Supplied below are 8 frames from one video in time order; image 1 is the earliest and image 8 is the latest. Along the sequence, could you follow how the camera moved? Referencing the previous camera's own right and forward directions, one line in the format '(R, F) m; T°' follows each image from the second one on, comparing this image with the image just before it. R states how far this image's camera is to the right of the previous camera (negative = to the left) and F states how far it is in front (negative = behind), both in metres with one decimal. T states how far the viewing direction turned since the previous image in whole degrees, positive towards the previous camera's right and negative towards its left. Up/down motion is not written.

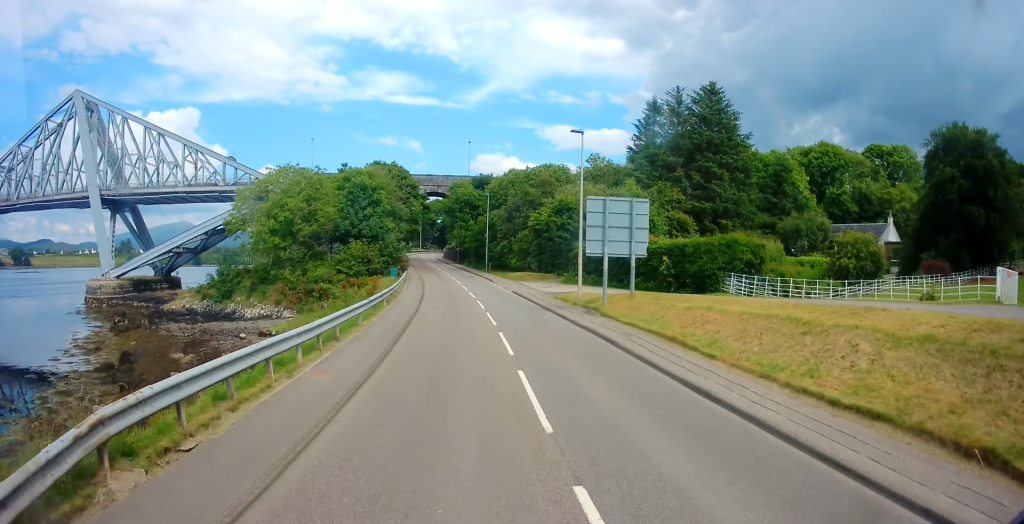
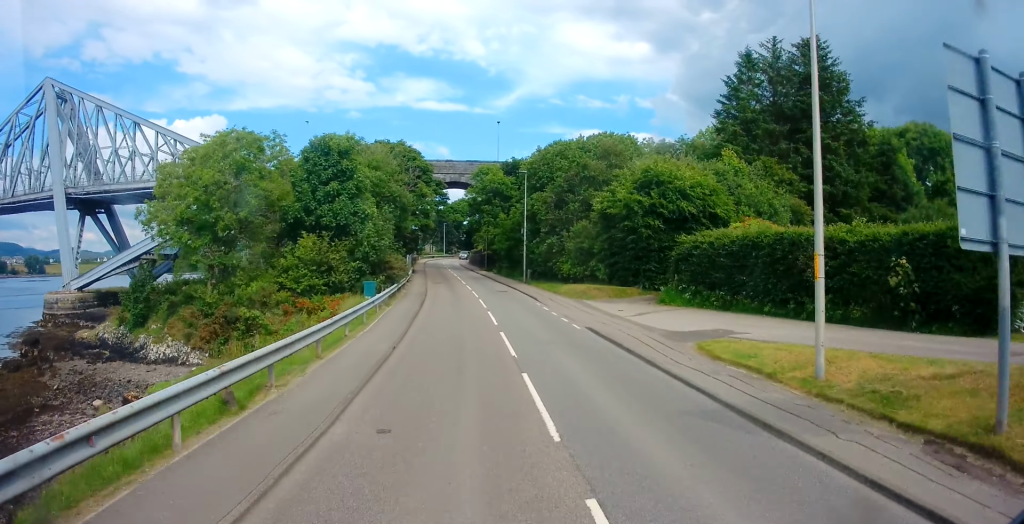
(-0.4, +17.9) m; -4°
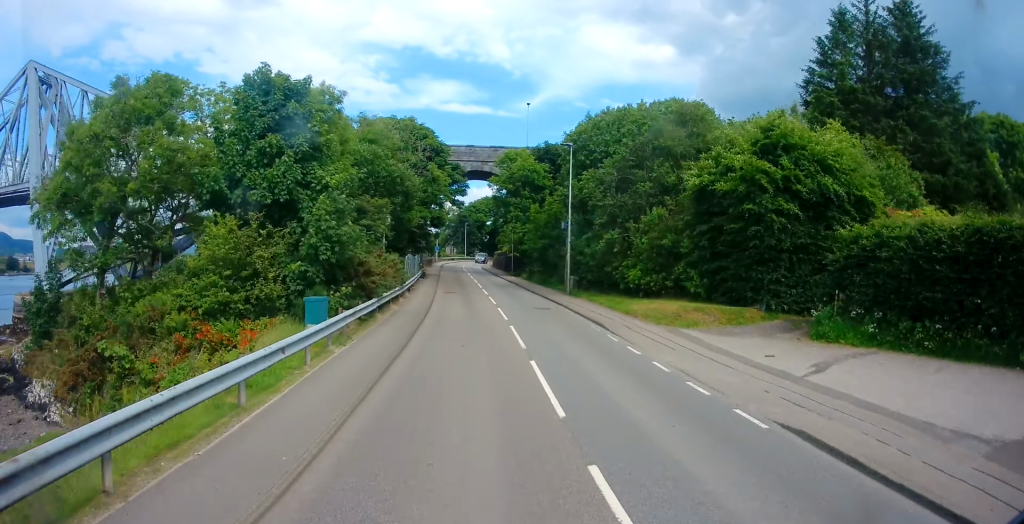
(-0.3, +11.2) m; -3°
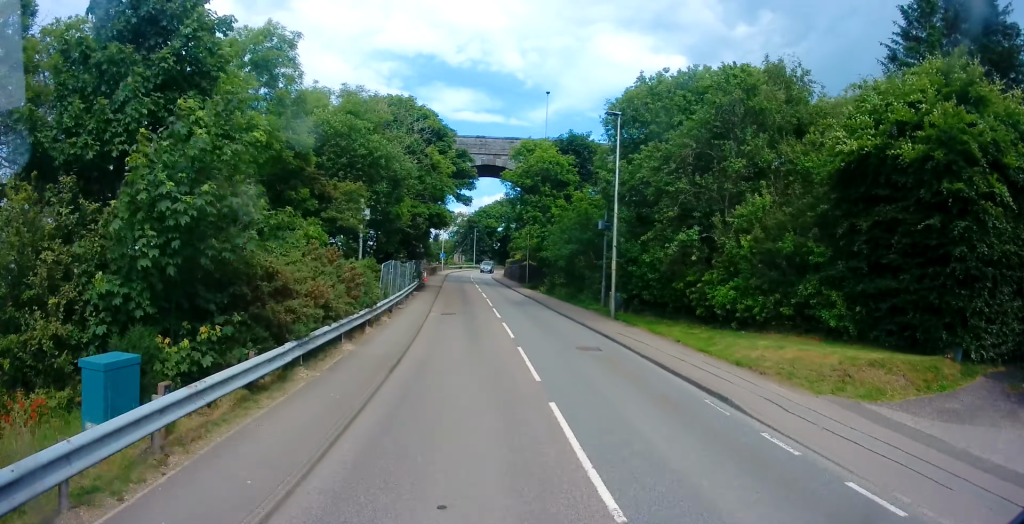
(-0.2, +8.7) m; -1°
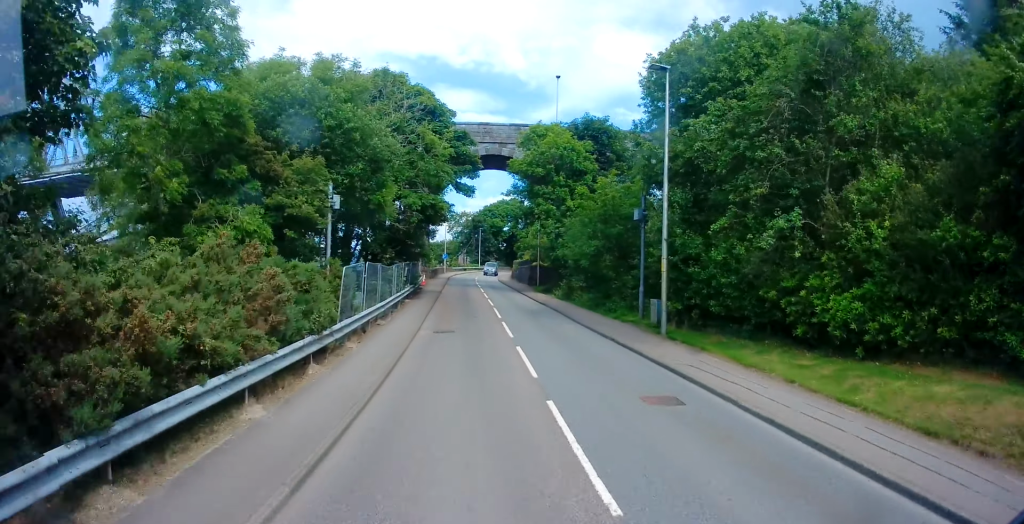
(0.0, +5.8) m; 0°
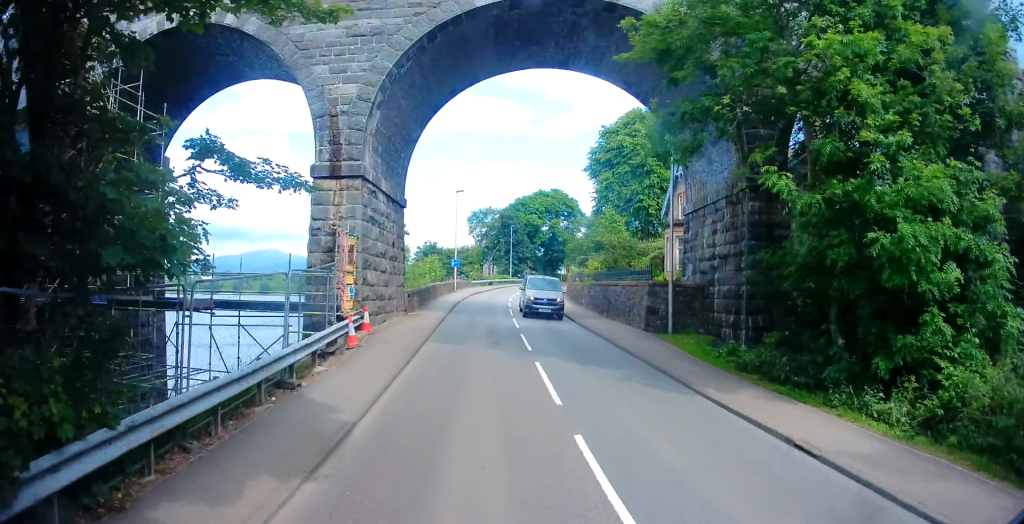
(-0.1, +30.7) m; -1°
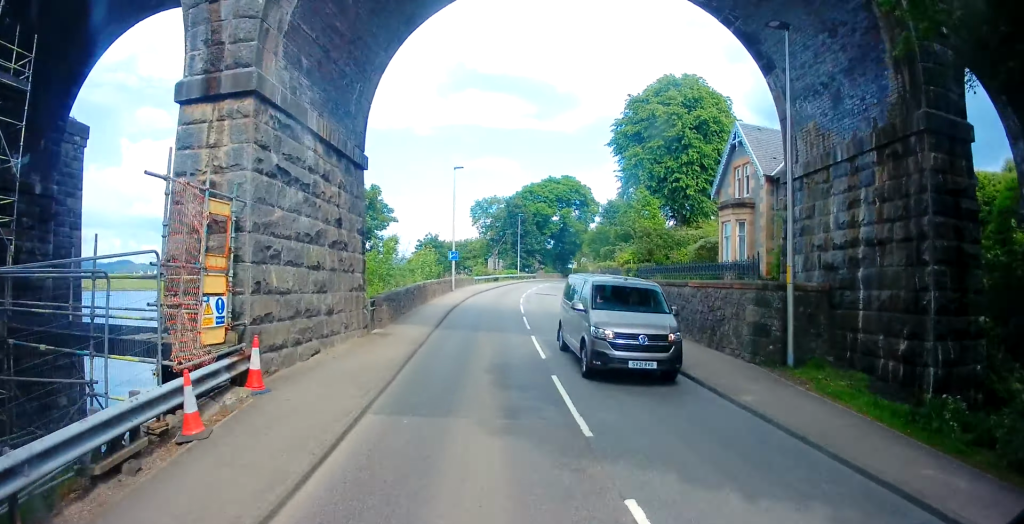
(0.0, +8.2) m; 0°
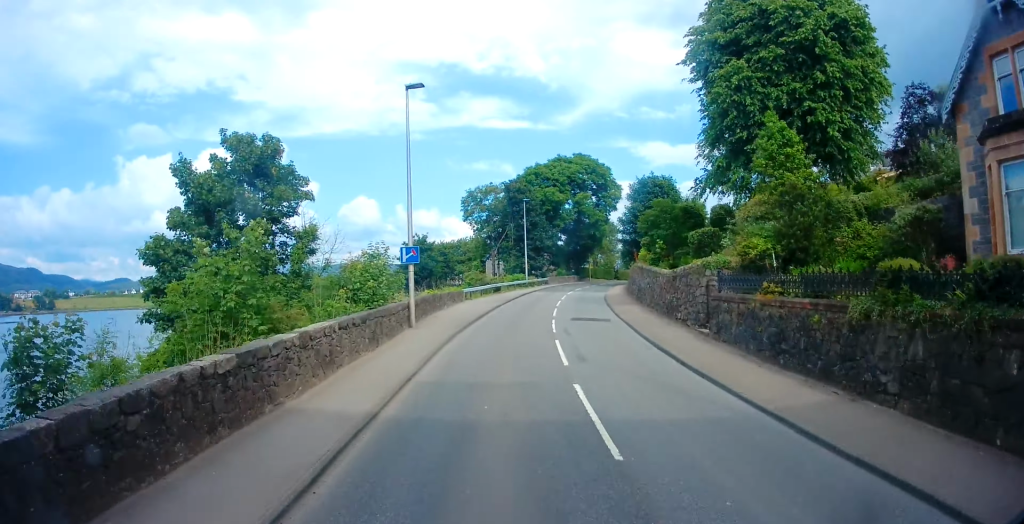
(-0.1, +18.3) m; -1°
